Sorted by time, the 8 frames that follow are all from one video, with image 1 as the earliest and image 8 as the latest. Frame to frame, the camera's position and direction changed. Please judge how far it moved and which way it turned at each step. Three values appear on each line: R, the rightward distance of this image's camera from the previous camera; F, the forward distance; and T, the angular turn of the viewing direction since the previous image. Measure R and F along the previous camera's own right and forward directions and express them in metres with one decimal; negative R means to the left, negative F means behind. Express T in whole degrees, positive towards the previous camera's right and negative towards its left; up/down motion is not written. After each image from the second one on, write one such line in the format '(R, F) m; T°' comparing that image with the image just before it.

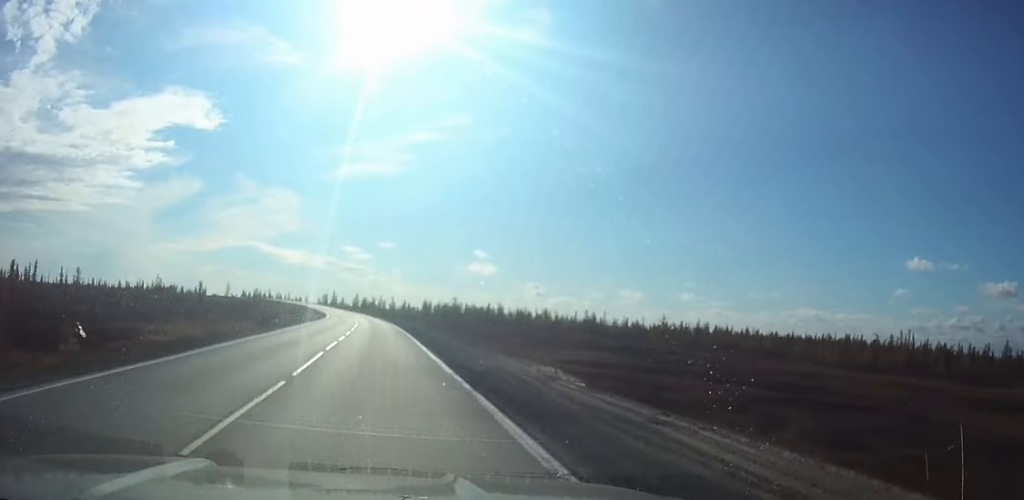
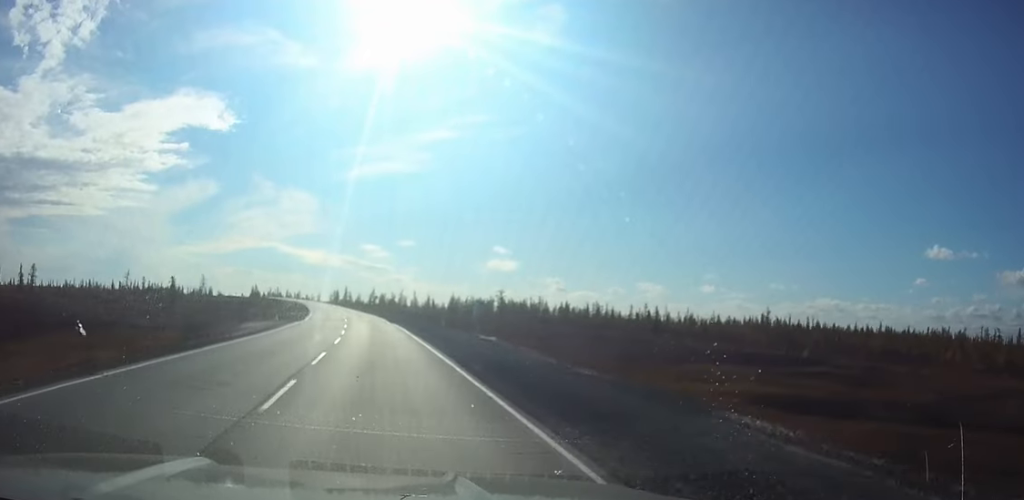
(-0.7, +46.0) m; -2°
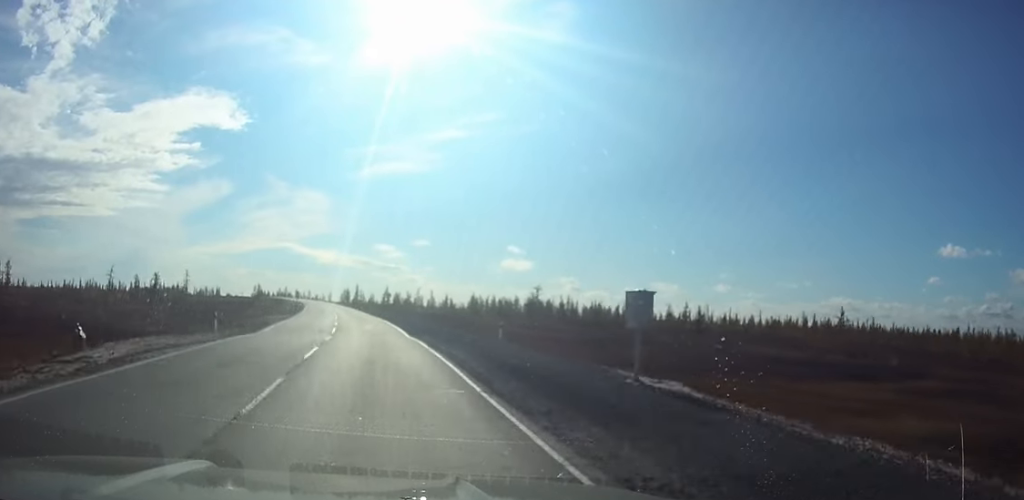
(-0.2, +22.3) m; -2°
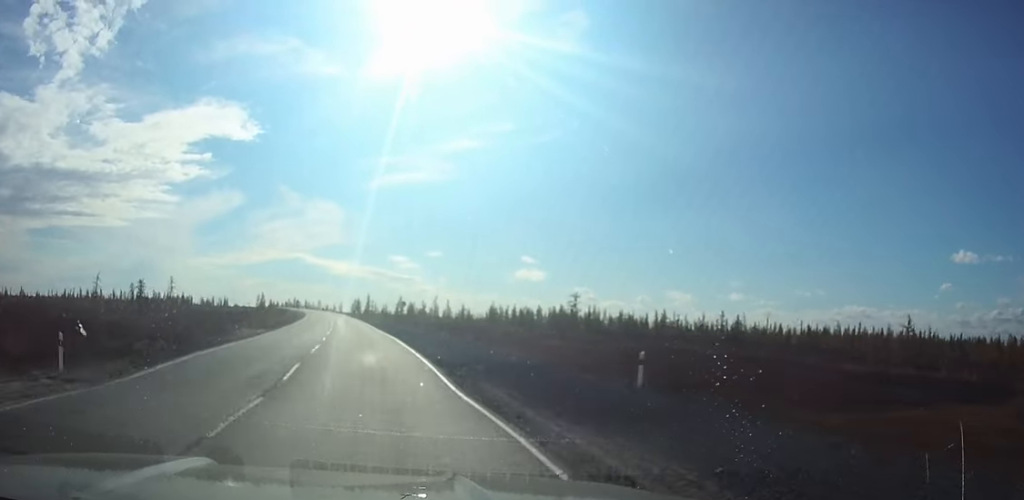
(-0.3, +18.1) m; -2°
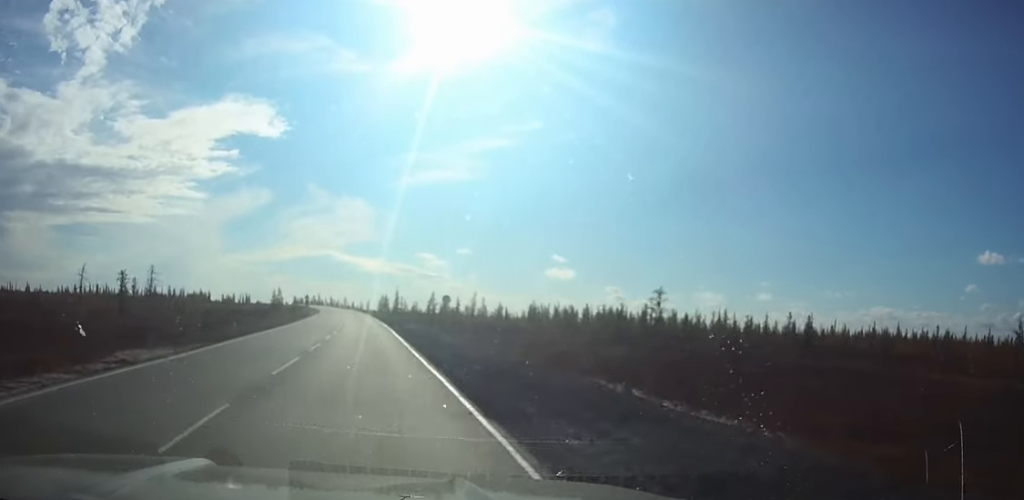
(-0.6, +25.2) m; -2°
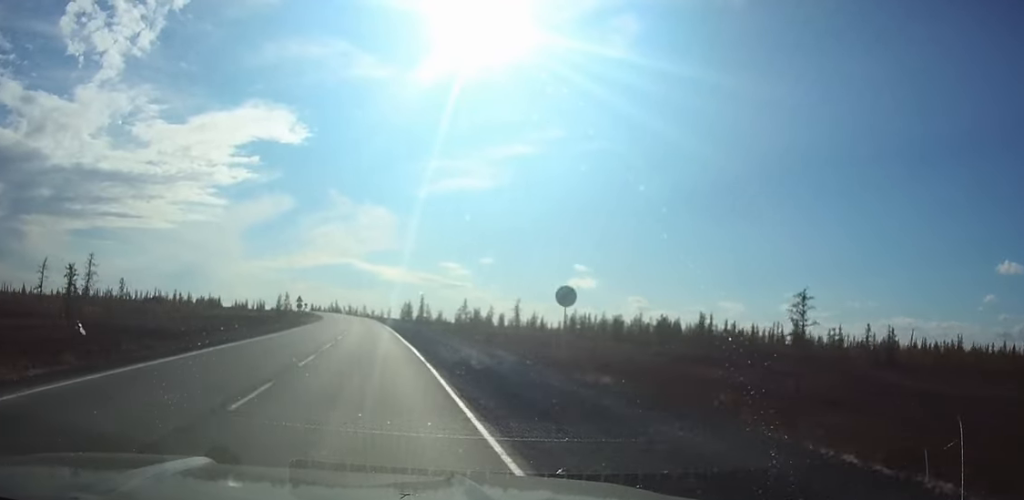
(-0.5, +29.0) m; -2°
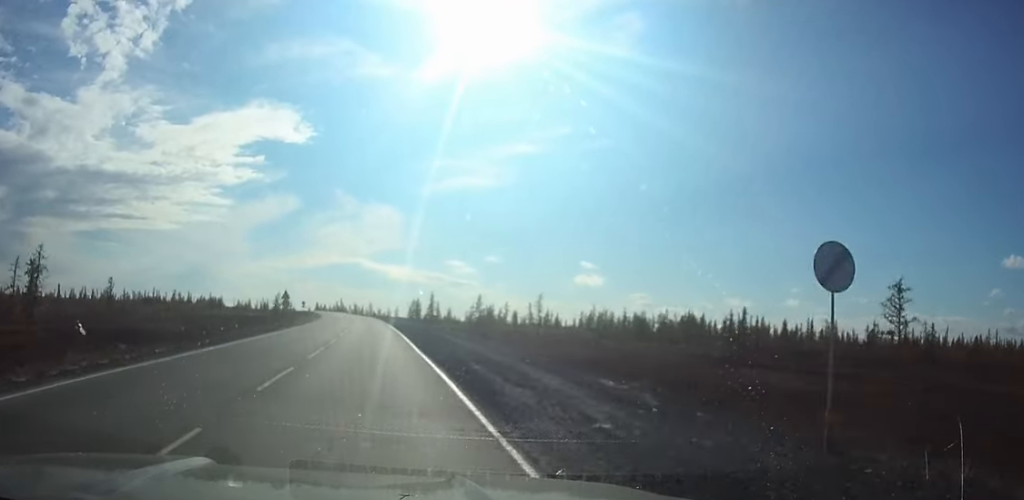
(0.0, +13.3) m; -1°
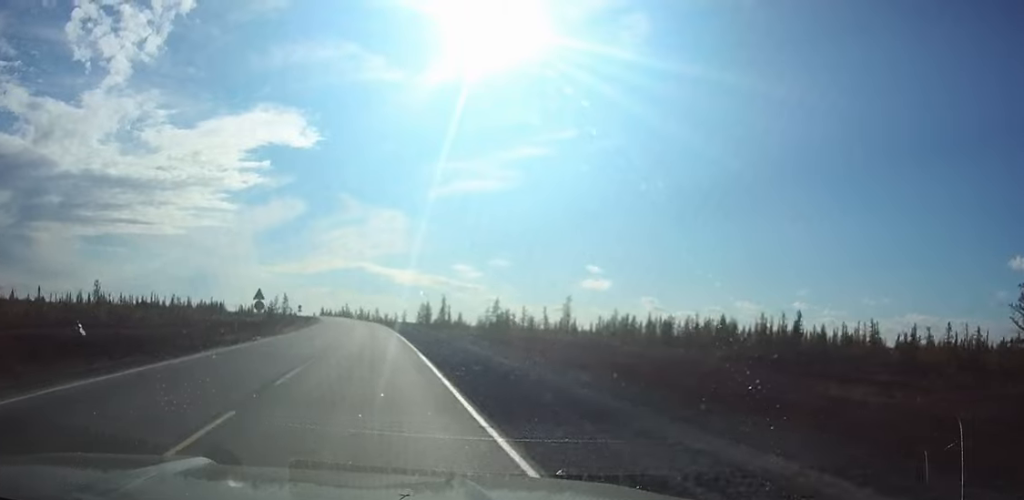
(-0.2, +14.8) m; -1°
